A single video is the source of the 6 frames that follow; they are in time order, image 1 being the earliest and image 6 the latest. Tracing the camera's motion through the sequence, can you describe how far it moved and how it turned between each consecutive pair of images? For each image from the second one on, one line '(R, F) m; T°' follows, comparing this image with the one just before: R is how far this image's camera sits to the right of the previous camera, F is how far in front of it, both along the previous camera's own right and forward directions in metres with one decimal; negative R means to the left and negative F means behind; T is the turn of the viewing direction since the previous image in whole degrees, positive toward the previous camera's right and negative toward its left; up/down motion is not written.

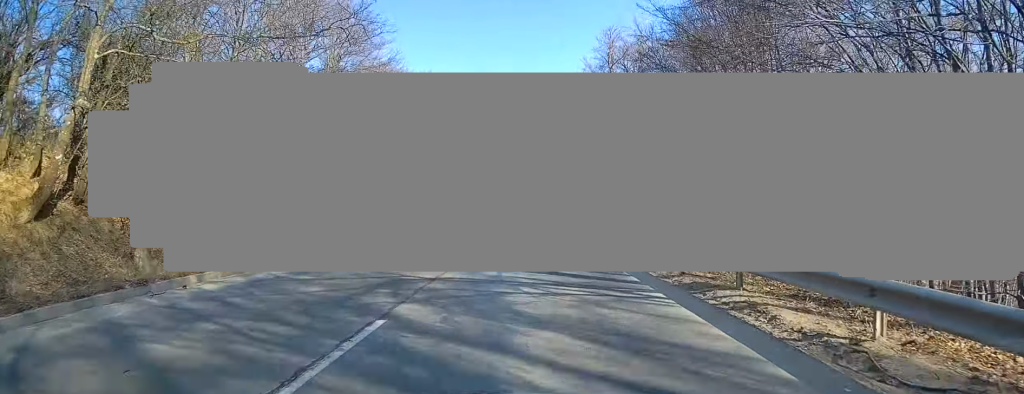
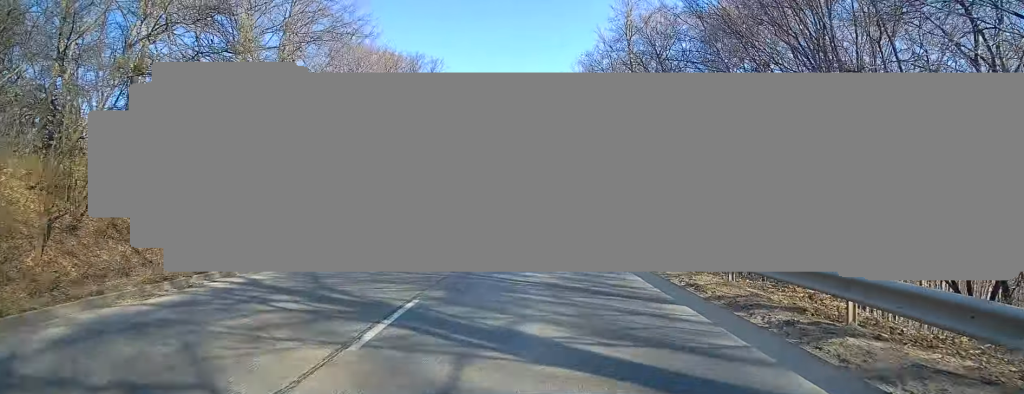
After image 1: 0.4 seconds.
(-0.1, +7.2) m; 0°
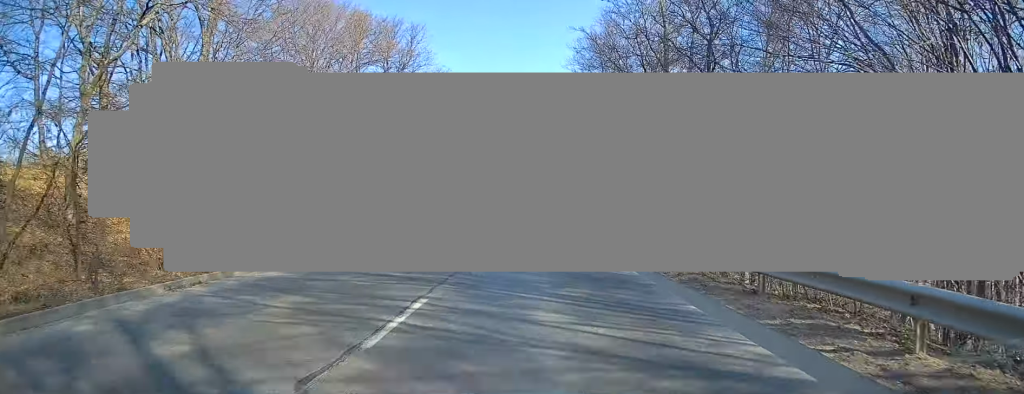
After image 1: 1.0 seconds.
(0.0, +8.9) m; 0°
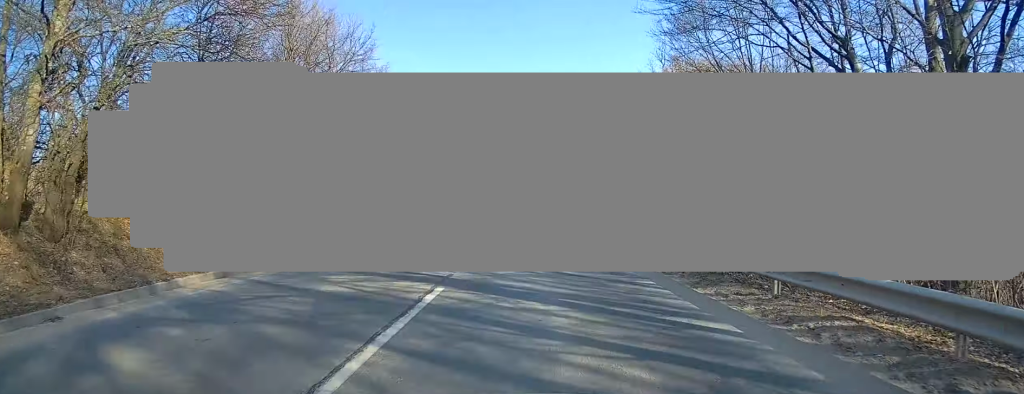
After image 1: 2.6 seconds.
(+0.1, +28.1) m; +1°
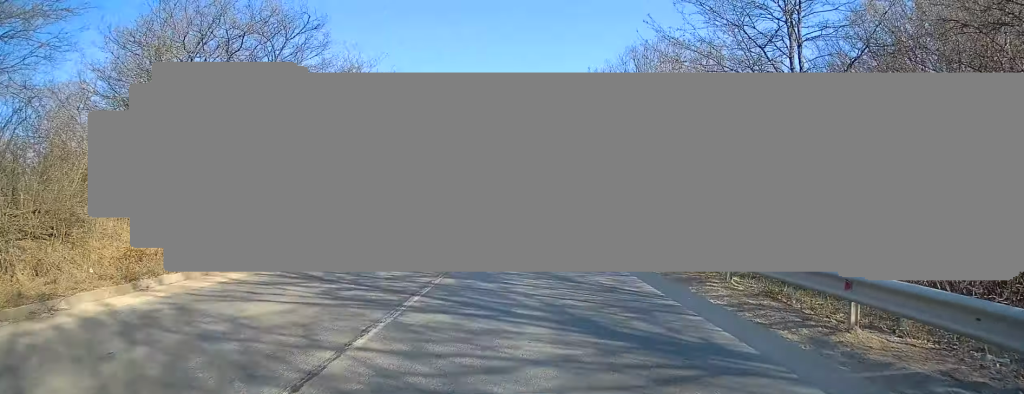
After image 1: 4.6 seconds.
(+0.1, +34.6) m; -2°
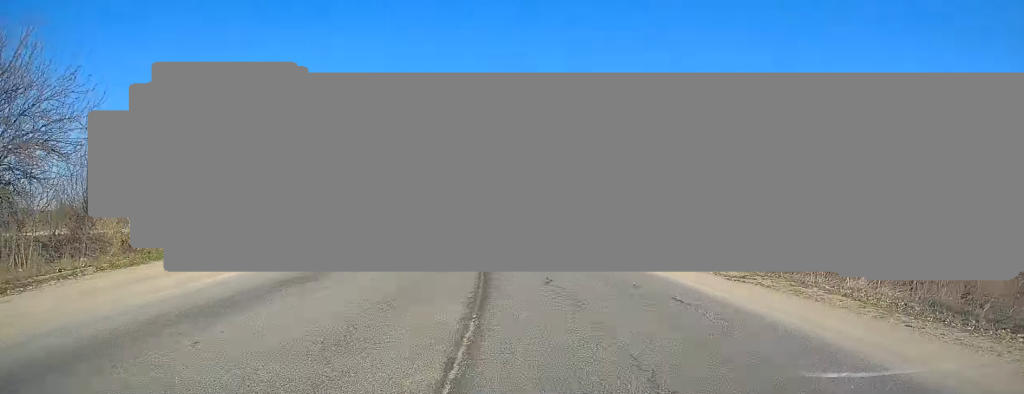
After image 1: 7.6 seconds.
(-5.5, +51.8) m; -14°
